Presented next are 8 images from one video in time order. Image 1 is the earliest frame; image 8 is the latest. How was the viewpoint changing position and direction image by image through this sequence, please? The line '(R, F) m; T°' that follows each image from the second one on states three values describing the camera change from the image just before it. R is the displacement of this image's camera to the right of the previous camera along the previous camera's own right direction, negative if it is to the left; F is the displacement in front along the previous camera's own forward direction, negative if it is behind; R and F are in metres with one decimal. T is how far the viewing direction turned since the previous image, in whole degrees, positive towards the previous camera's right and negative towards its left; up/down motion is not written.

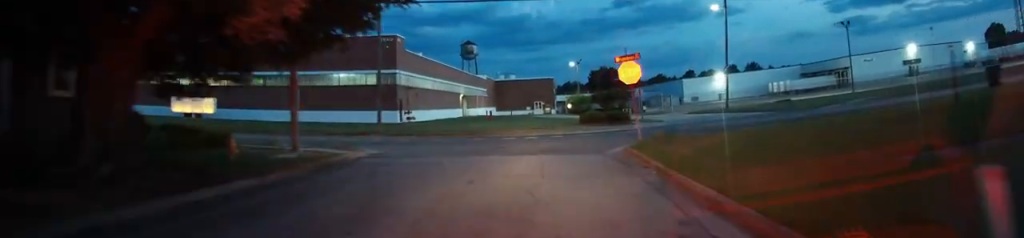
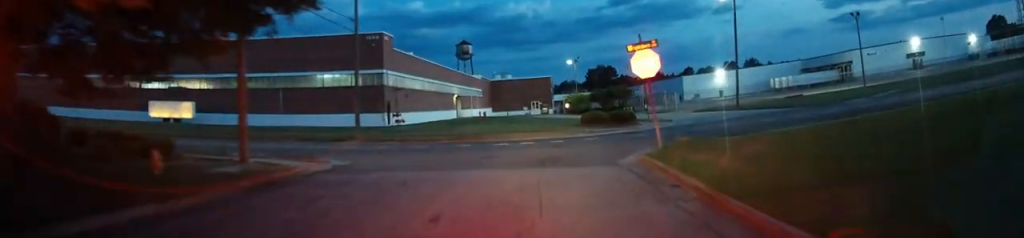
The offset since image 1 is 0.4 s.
(+0.1, +4.0) m; -1°
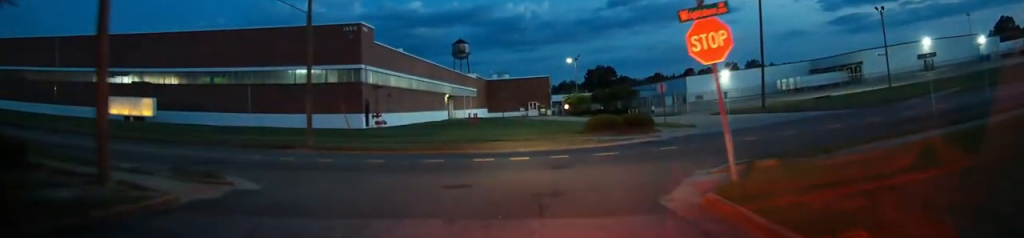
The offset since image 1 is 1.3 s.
(-0.5, +6.9) m; -4°
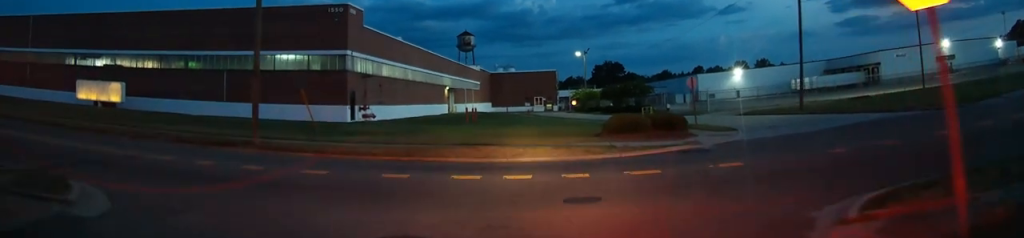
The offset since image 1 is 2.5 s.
(-0.1, +6.5) m; 0°
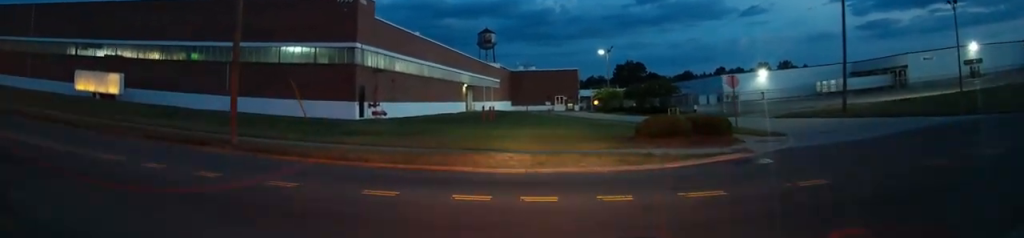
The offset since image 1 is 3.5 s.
(0.0, +3.8) m; -1°
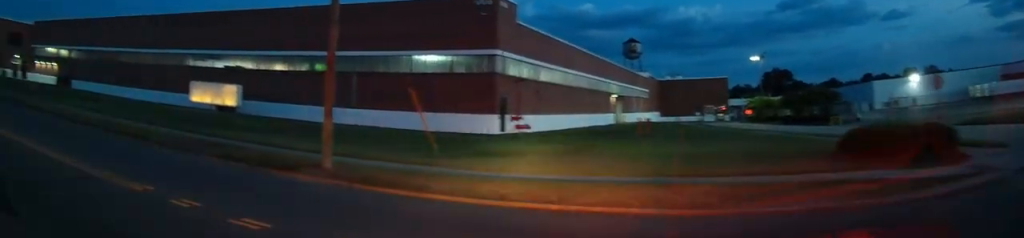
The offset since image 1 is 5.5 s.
(-1.1, +5.6) m; -28°
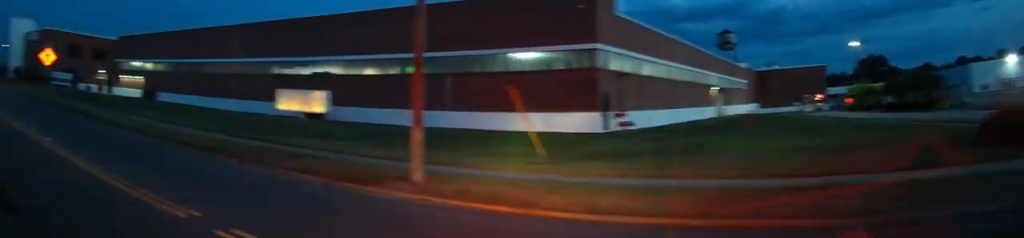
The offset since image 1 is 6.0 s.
(-0.1, +1.7) m; -7°
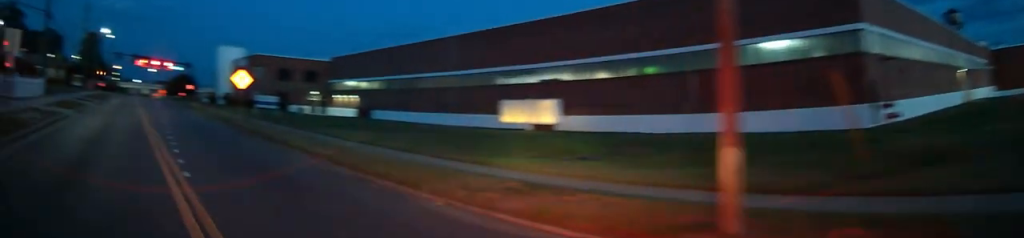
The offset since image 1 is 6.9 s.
(-0.4, +3.8) m; -15°
